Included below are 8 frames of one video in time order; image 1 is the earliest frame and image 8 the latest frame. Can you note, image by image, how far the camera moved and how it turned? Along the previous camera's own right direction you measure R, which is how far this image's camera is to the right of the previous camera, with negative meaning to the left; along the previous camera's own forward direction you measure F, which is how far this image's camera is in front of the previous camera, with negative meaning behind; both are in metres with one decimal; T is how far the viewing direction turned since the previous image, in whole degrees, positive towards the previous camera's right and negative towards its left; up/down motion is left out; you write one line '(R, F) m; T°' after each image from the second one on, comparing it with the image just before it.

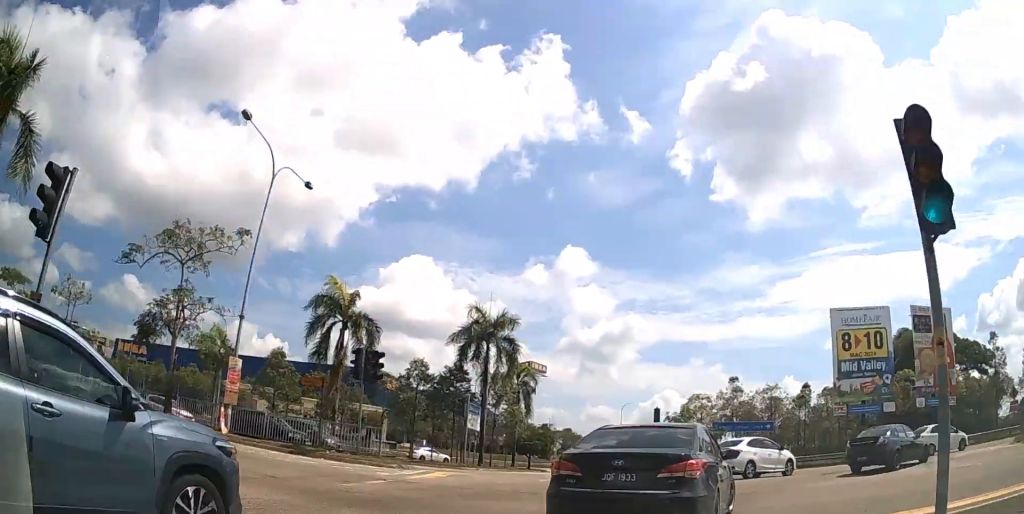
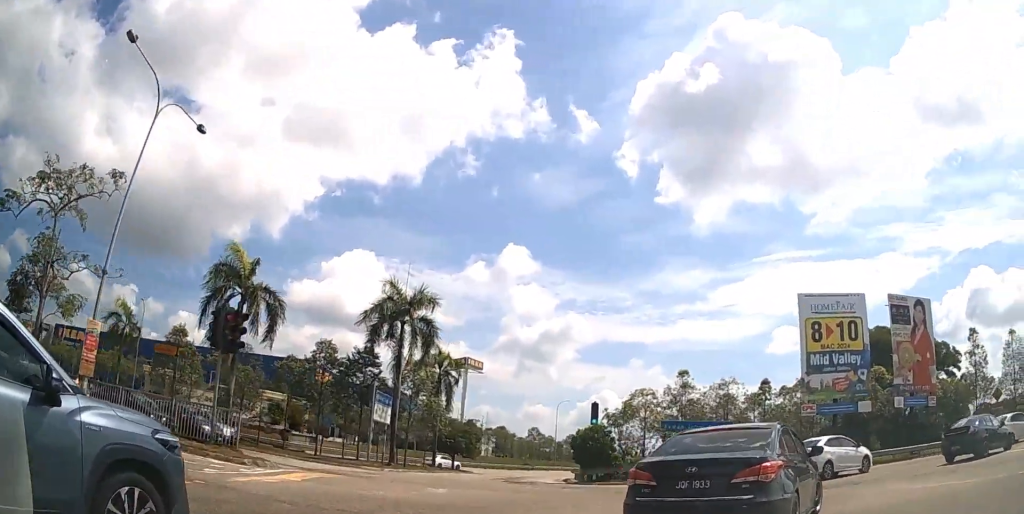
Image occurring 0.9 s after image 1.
(+0.4, +4.6) m; +14°
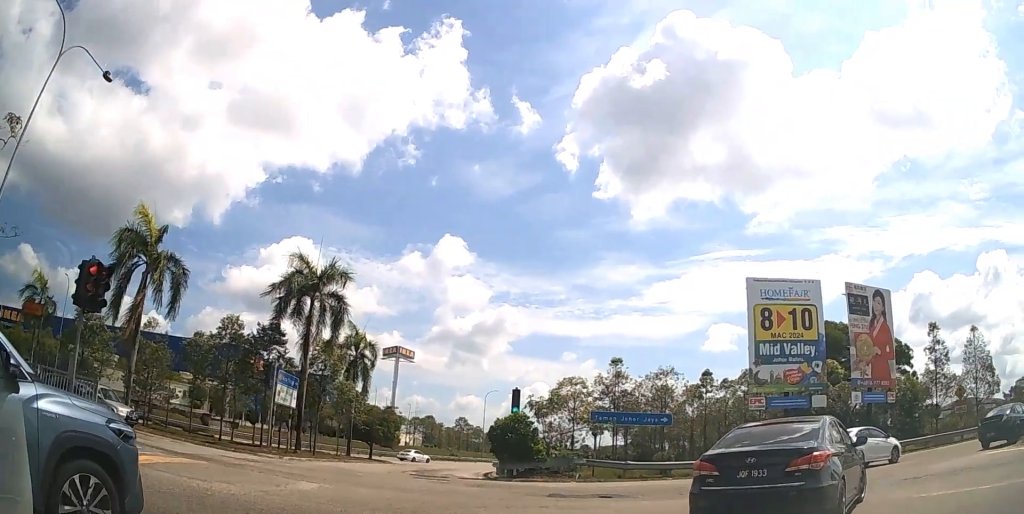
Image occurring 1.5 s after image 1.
(+0.1, +2.9) m; +13°
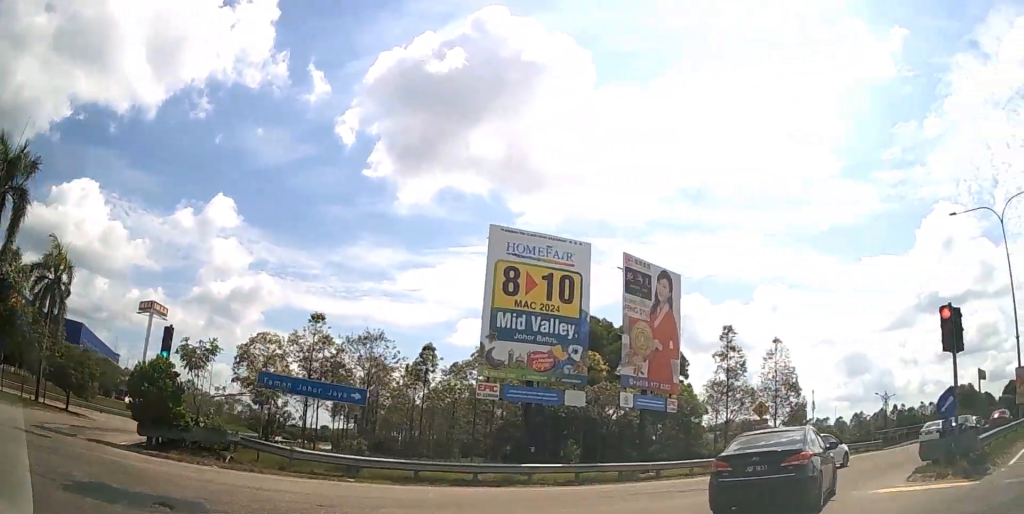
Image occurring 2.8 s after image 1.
(+1.9, +7.8) m; +23°
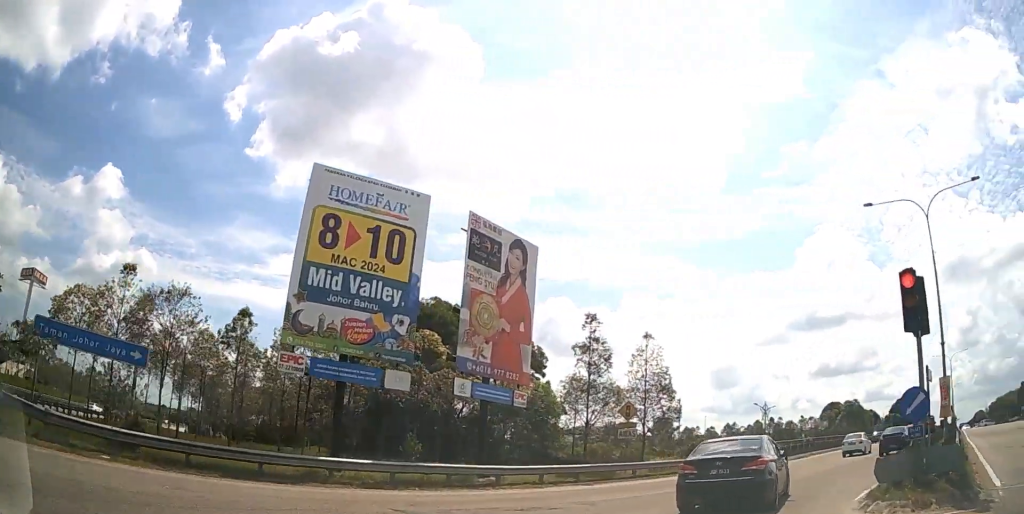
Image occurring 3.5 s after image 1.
(+0.3, +4.9) m; +10°
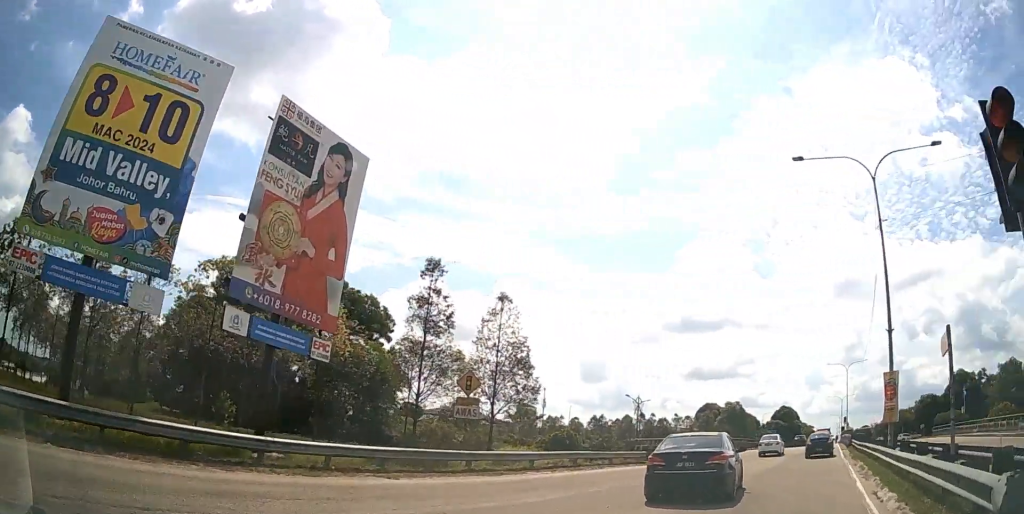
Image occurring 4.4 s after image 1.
(+0.7, +6.7) m; +9°
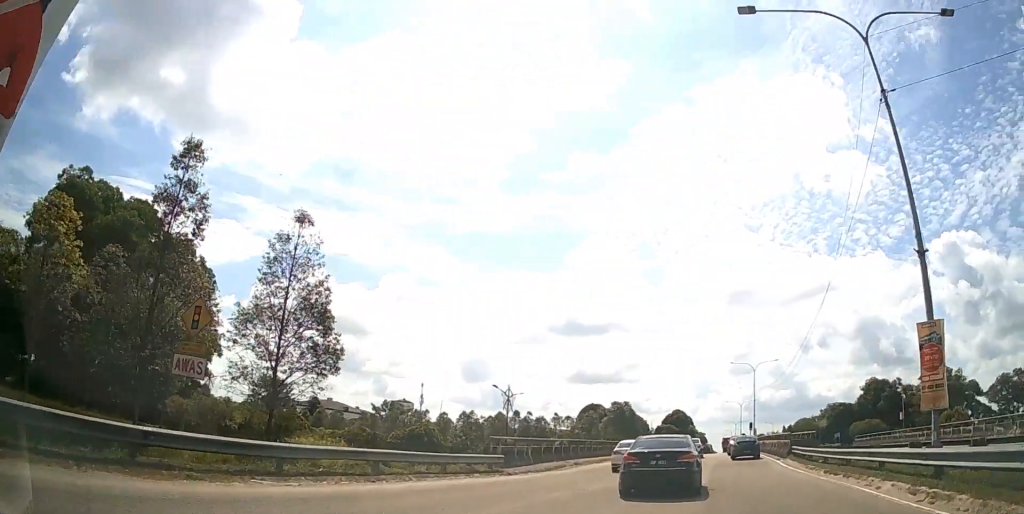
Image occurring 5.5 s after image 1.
(+0.9, +10.6) m; +10°
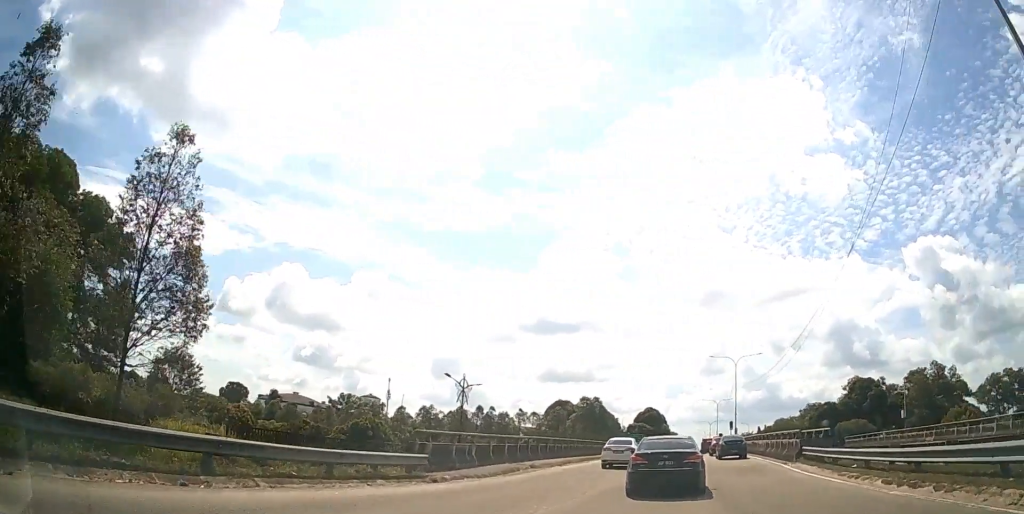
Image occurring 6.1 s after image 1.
(+0.4, +6.2) m; +3°
